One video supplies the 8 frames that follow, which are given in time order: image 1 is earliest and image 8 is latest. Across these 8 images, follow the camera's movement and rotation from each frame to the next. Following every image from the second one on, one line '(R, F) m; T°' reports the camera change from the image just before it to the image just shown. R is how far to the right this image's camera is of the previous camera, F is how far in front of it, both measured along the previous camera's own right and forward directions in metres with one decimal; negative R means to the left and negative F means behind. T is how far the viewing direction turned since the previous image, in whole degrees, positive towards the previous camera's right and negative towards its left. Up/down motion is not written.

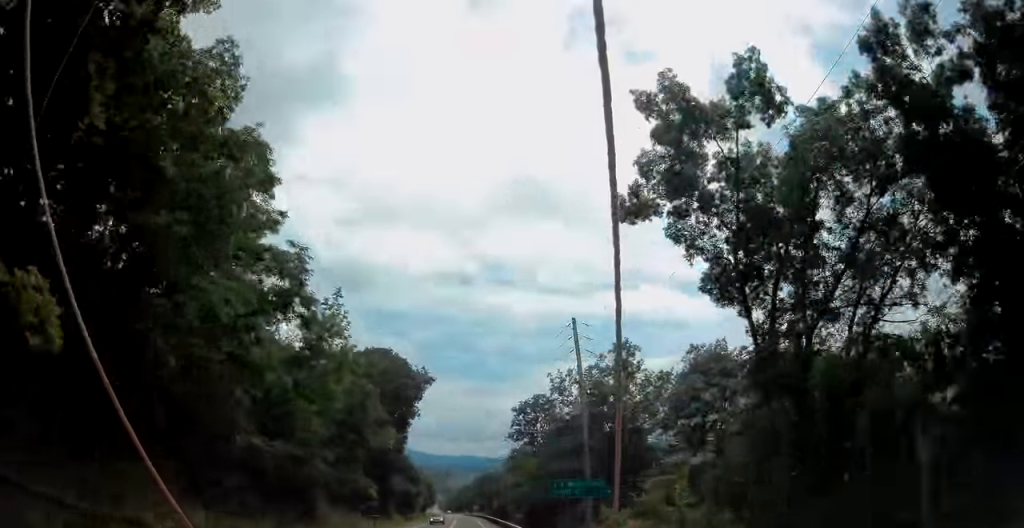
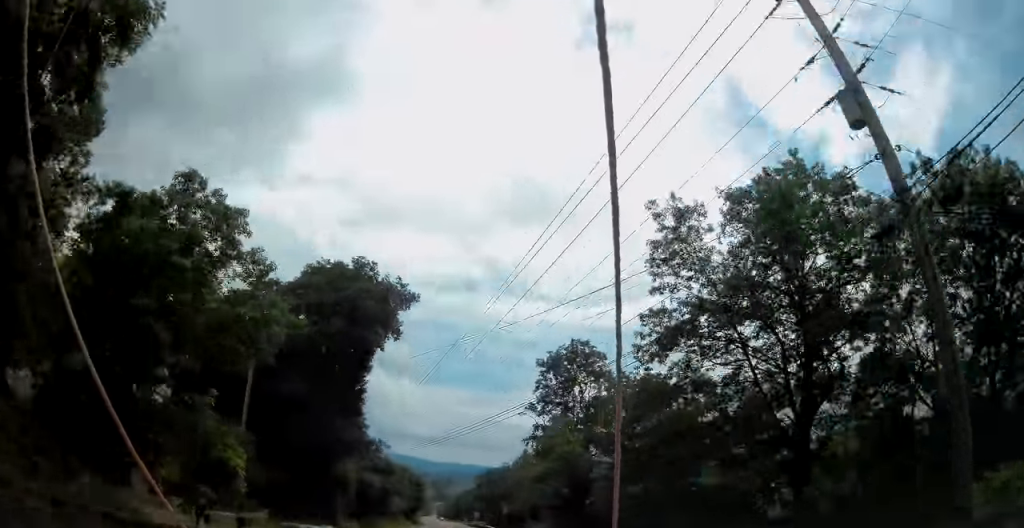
(0.0, +30.7) m; 0°
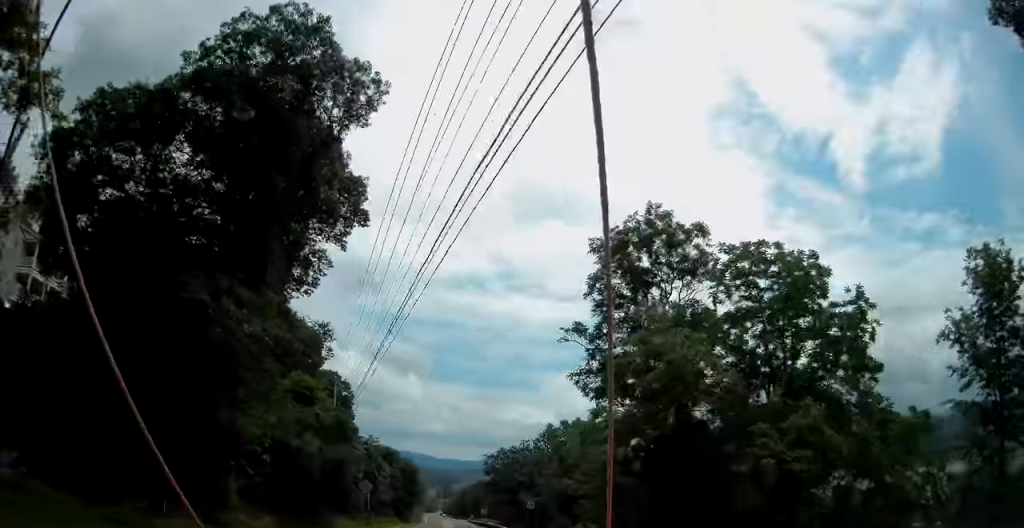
(0.0, +23.6) m; -1°
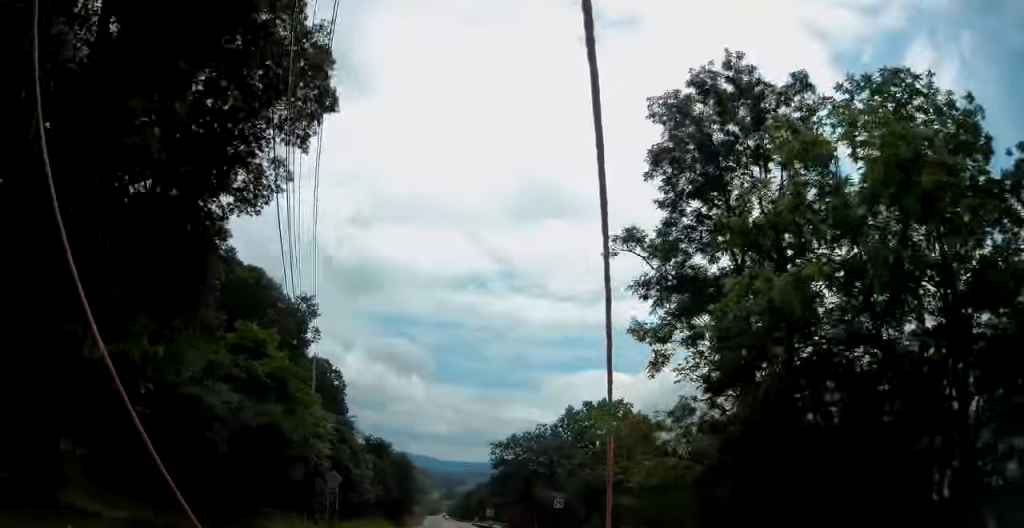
(0.0, +12.1) m; -1°
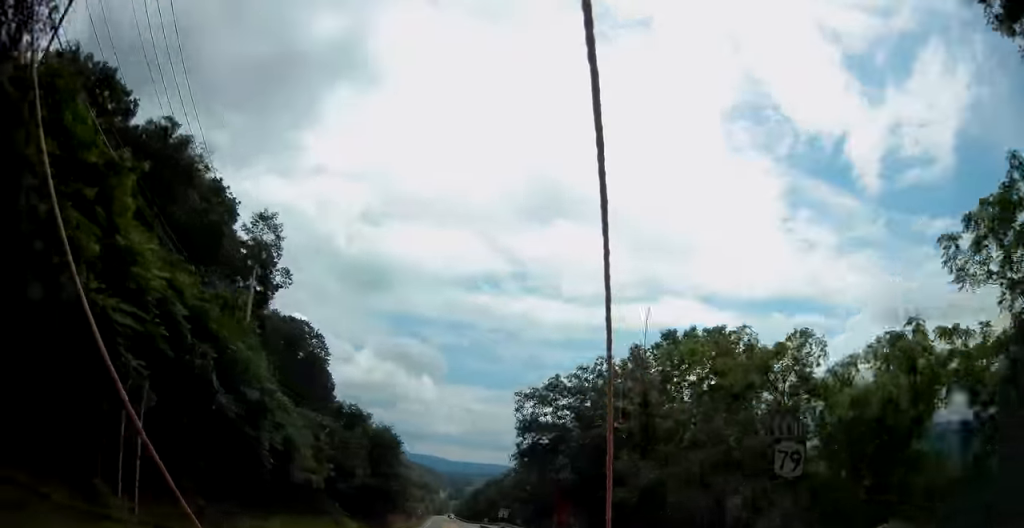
(-0.5, +22.1) m; -1°
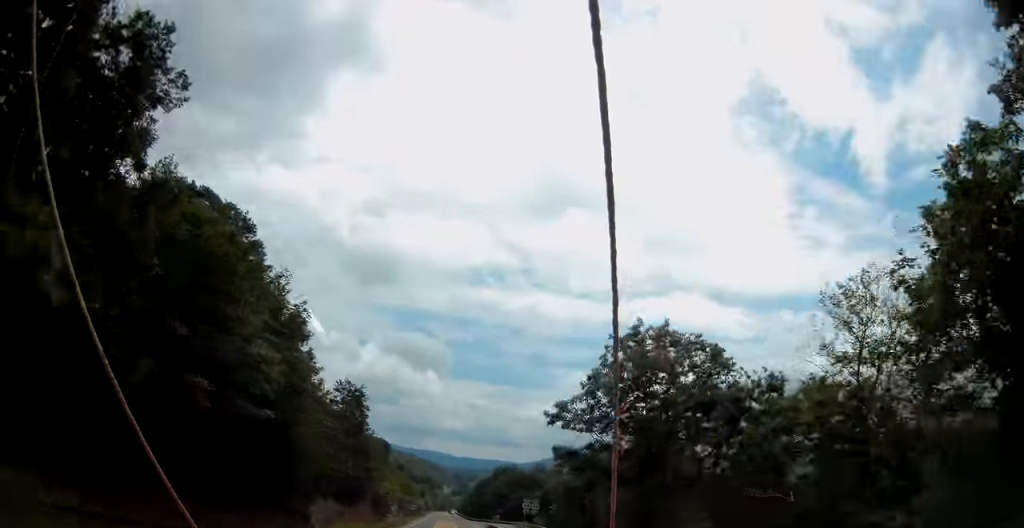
(+0.1, +35.9) m; 0°
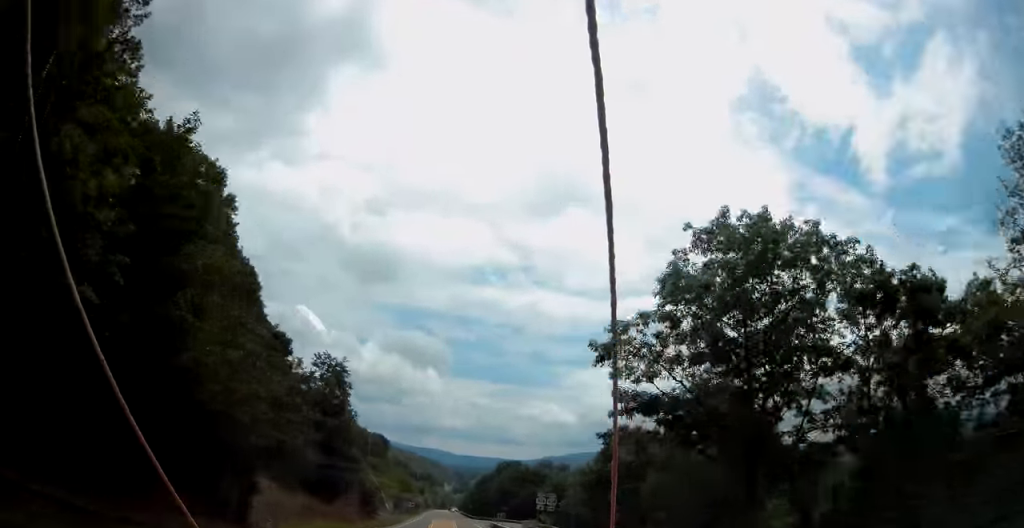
(0.0, +9.9) m; 0°
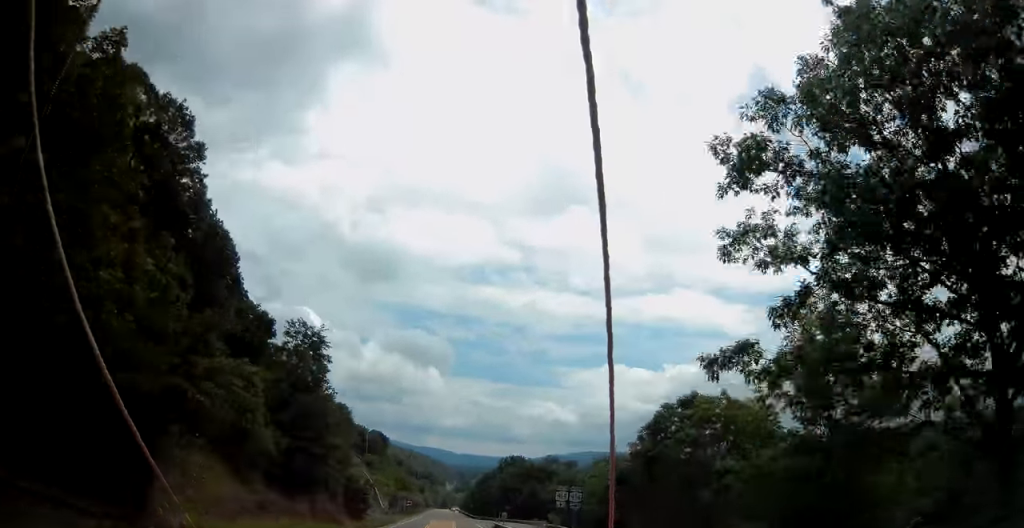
(+0.1, +9.2) m; 0°
